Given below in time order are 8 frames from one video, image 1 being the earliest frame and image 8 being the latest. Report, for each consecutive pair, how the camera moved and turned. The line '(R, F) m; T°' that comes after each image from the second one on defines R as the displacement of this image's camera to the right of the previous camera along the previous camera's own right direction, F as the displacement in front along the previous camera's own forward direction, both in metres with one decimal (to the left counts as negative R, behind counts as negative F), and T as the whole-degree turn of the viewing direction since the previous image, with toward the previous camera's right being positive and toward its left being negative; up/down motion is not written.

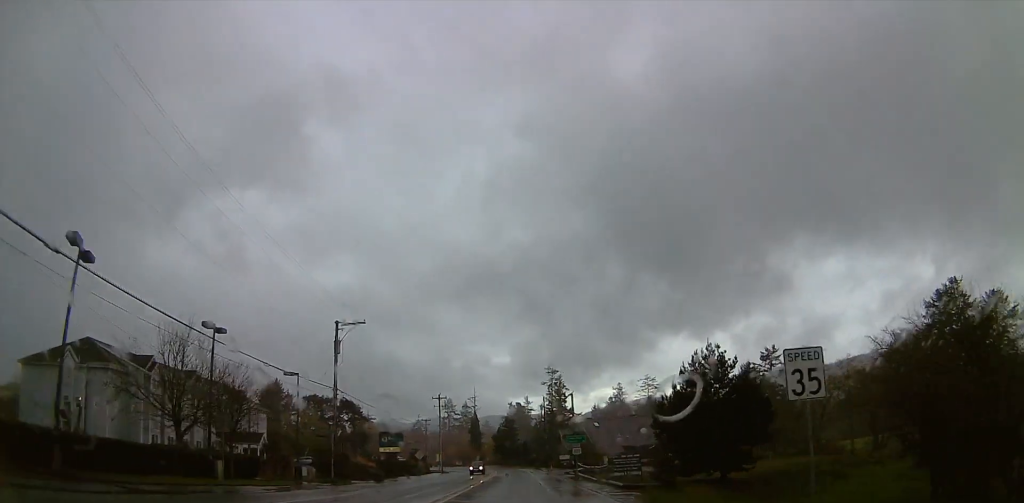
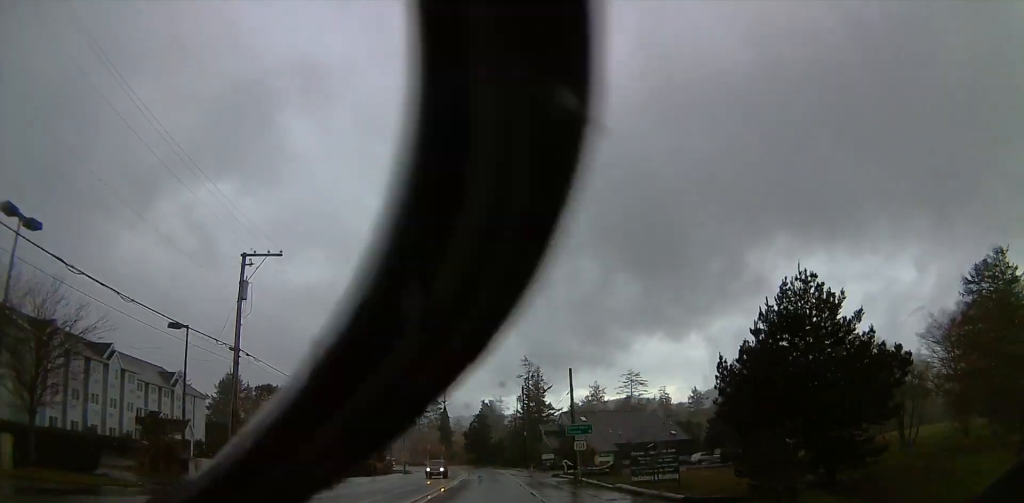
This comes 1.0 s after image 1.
(+1.1, +15.5) m; +3°
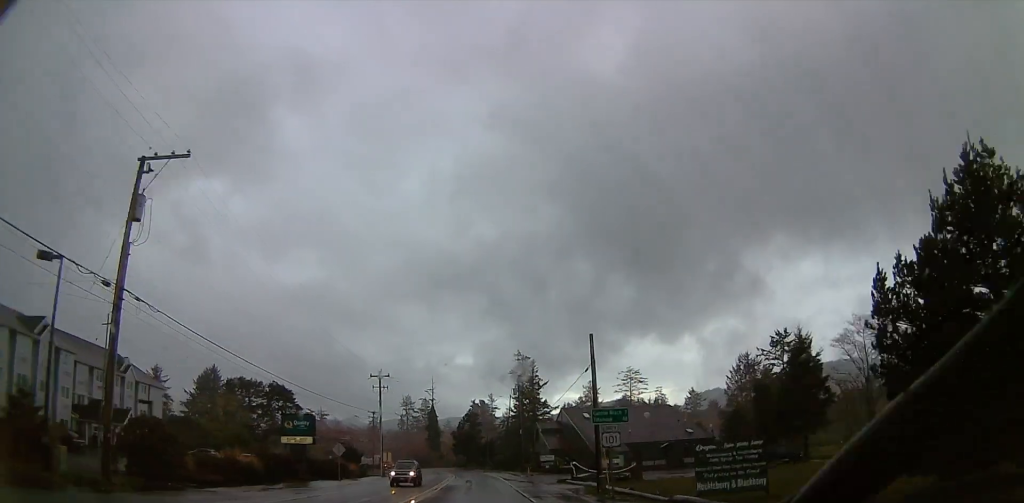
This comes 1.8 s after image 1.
(-0.2, +11.8) m; +1°
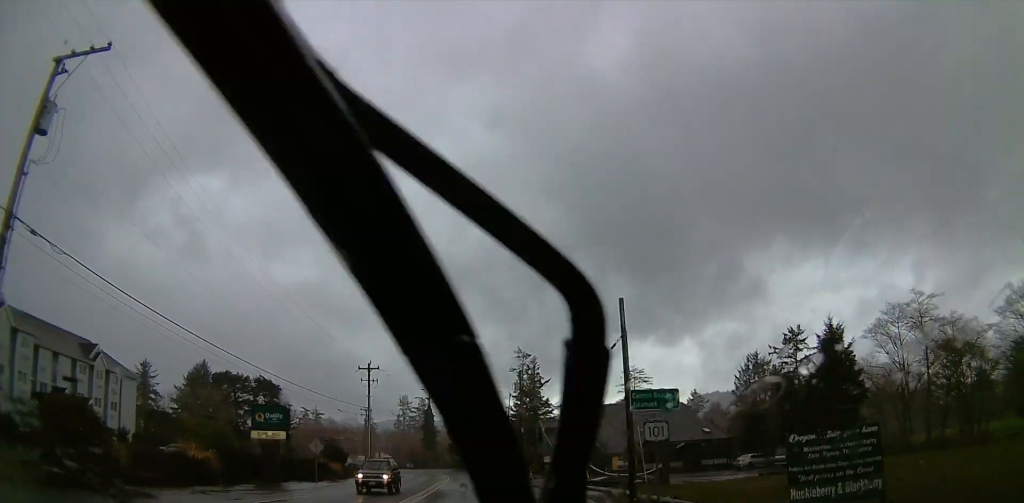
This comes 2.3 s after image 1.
(-0.1, +7.2) m; 0°
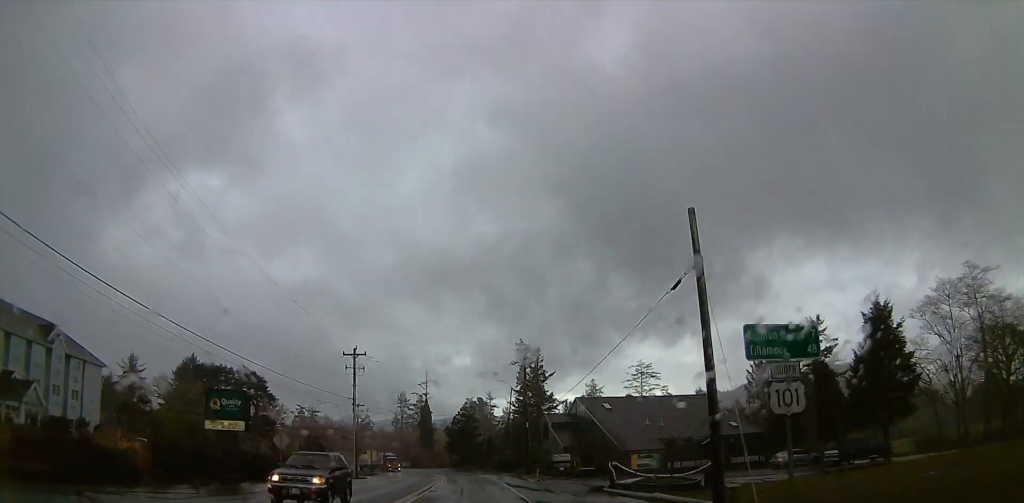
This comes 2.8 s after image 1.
(+0.3, +8.8) m; +2°
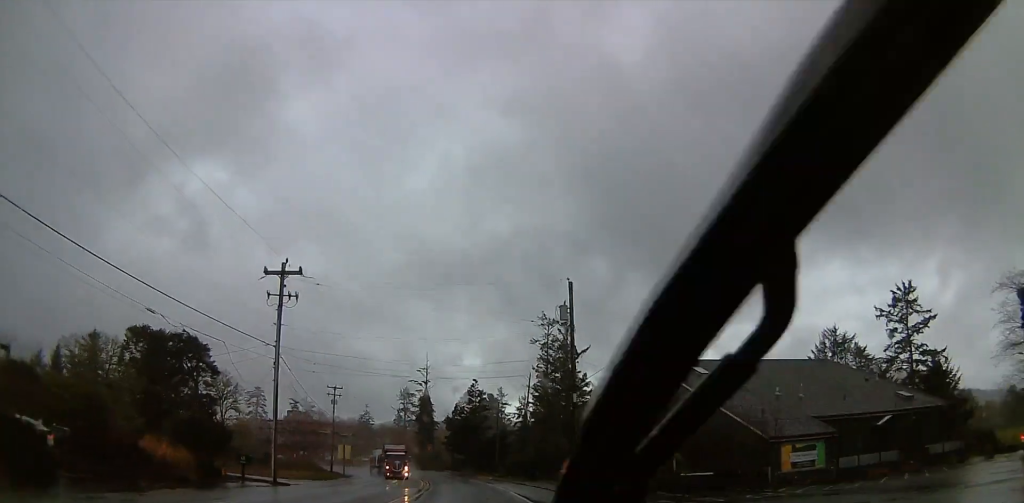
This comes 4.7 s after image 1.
(+0.6, +28.5) m; +3°
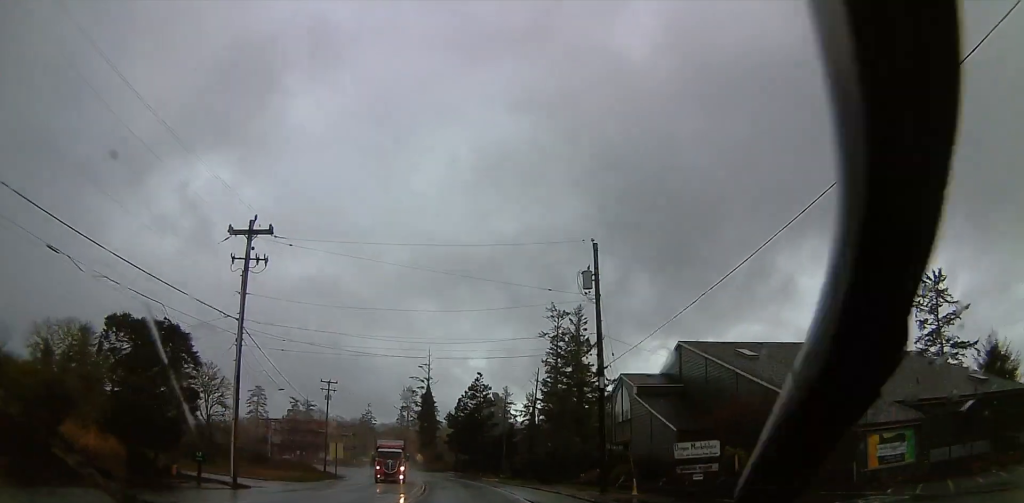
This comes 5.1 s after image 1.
(-0.3, +7.2) m; +1°
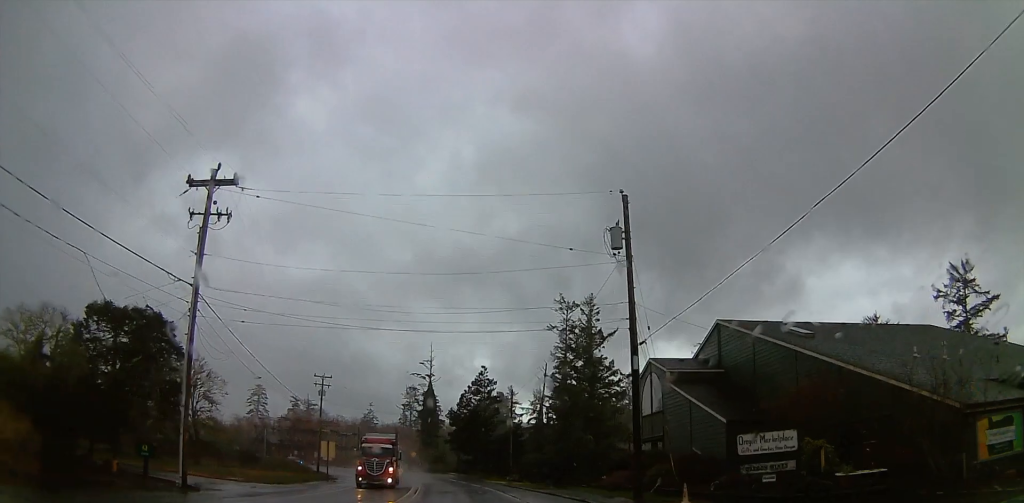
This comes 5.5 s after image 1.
(+0.3, +6.1) m; -1°
